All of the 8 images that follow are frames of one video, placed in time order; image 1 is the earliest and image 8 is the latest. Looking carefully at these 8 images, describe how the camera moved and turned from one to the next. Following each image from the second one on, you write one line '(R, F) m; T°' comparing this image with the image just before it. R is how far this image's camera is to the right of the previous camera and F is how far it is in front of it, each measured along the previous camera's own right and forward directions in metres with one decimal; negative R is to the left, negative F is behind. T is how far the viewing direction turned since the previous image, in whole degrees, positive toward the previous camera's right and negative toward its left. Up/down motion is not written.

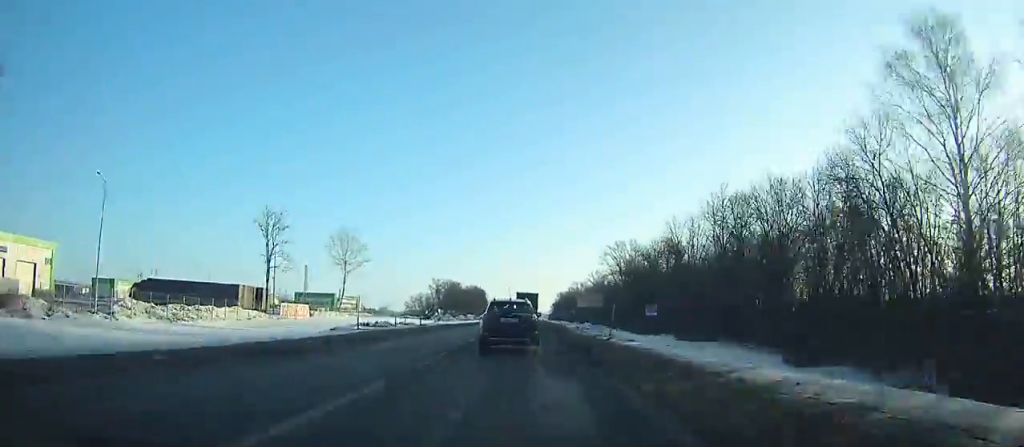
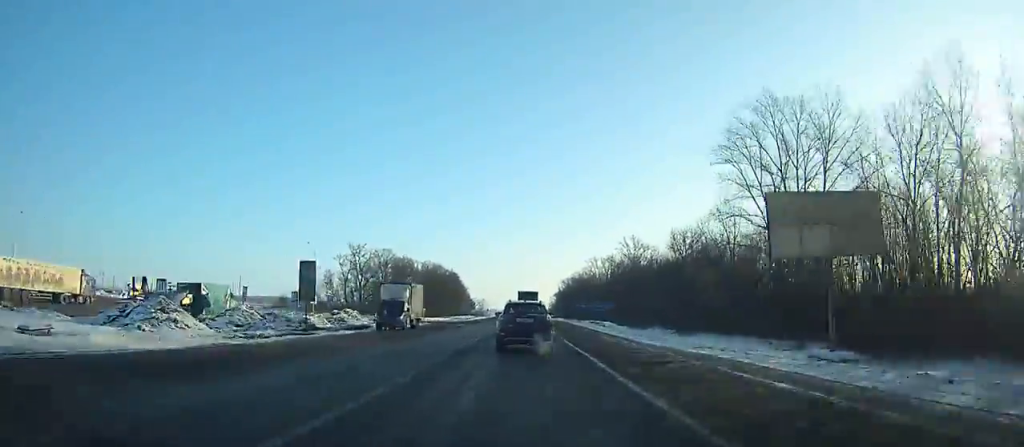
(+1.1, +109.0) m; +1°
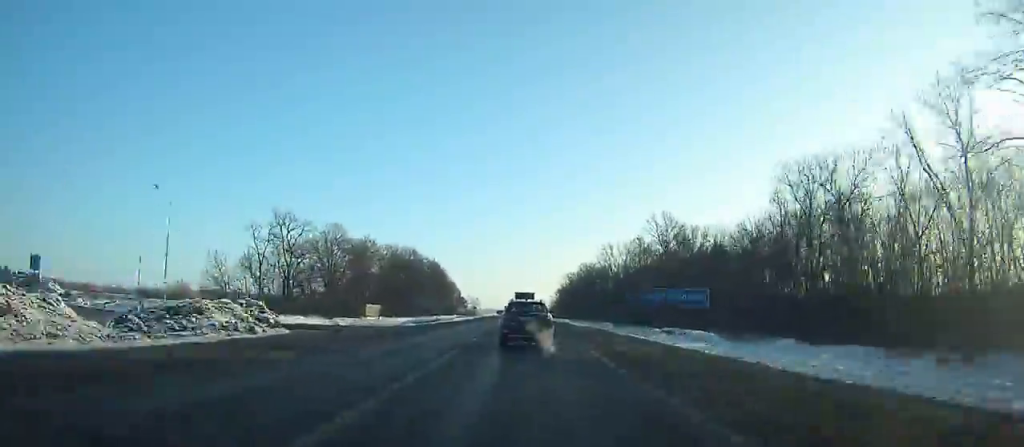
(0.0, +41.7) m; 0°
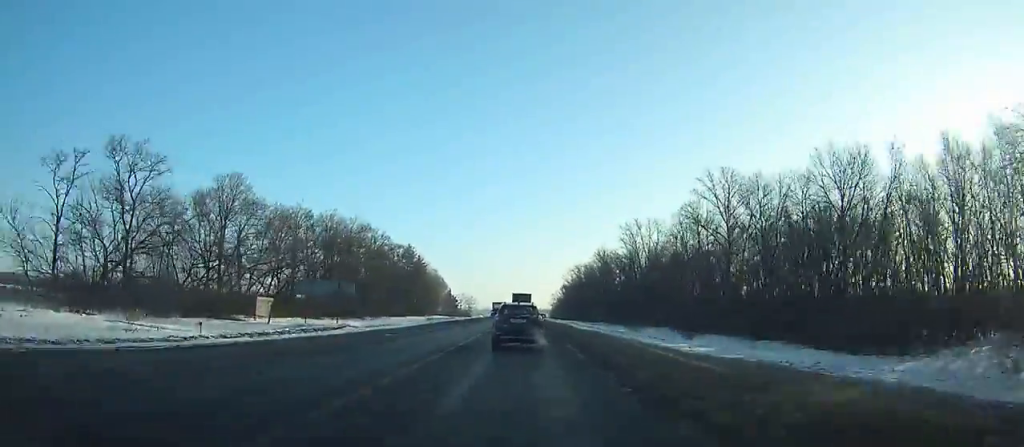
(+0.2, +42.1) m; 0°
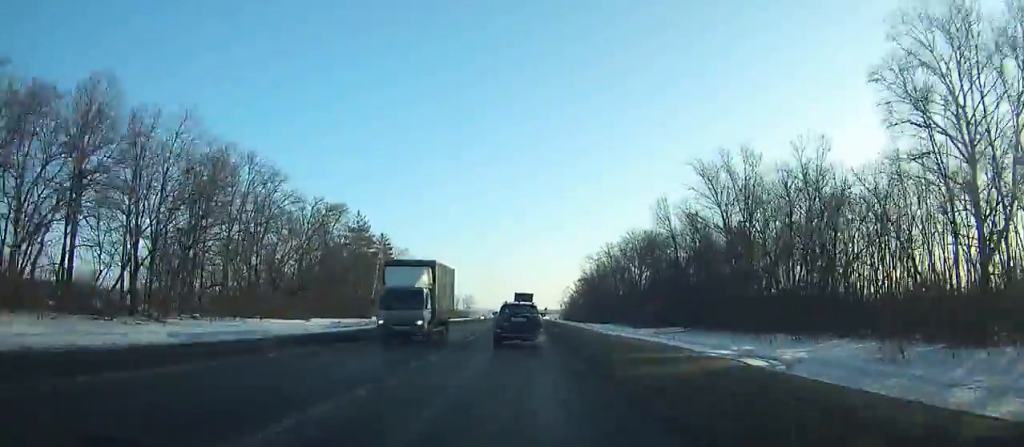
(-0.2, +53.2) m; -1°
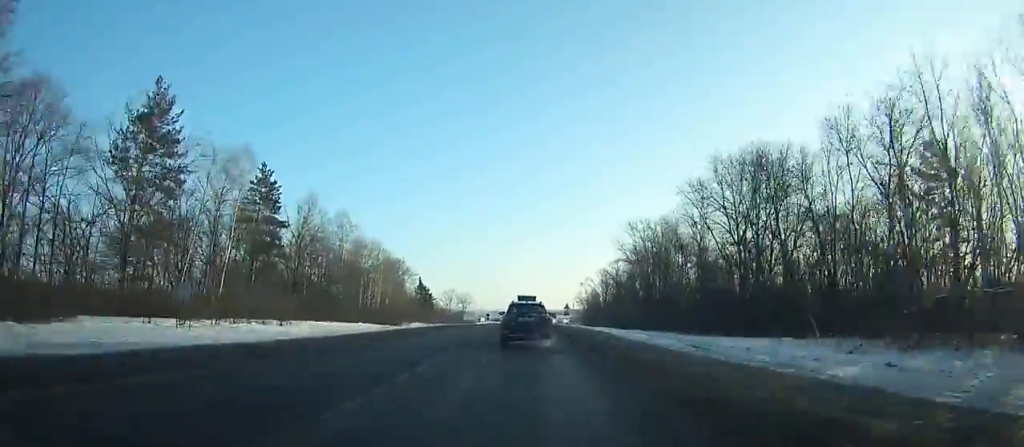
(-0.5, +65.0) m; 0°
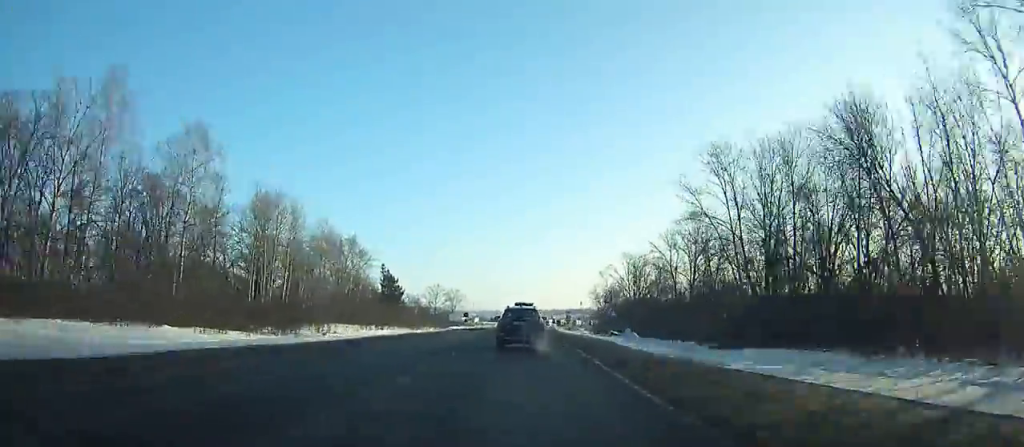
(+0.2, +53.4) m; 0°
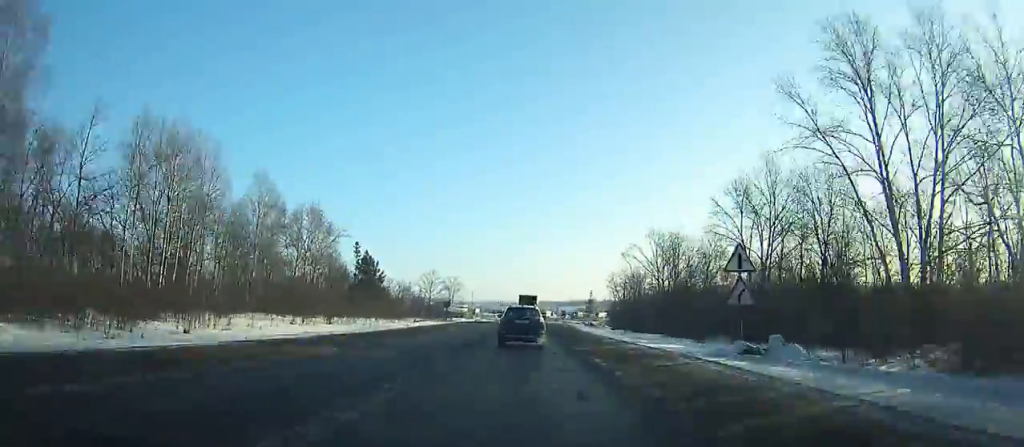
(0.0, +27.8) m; 0°
